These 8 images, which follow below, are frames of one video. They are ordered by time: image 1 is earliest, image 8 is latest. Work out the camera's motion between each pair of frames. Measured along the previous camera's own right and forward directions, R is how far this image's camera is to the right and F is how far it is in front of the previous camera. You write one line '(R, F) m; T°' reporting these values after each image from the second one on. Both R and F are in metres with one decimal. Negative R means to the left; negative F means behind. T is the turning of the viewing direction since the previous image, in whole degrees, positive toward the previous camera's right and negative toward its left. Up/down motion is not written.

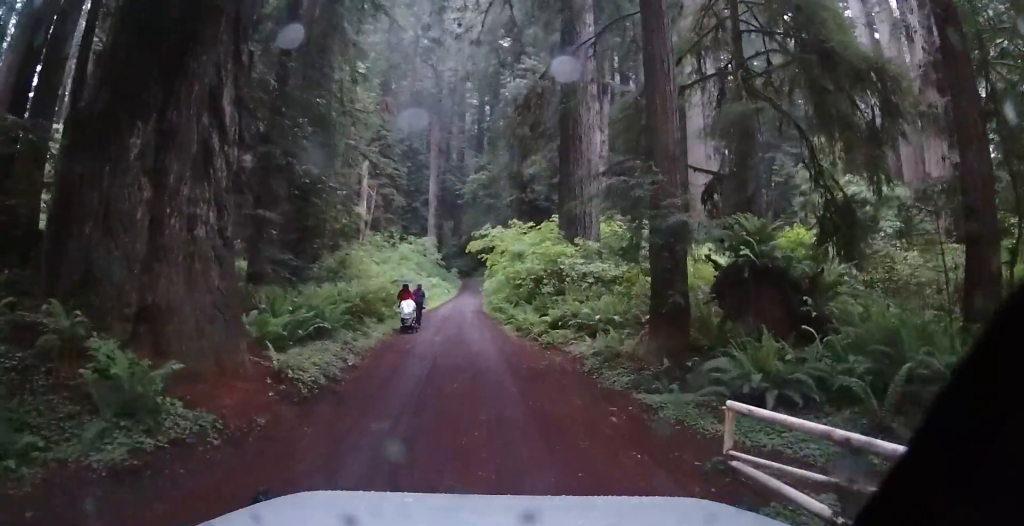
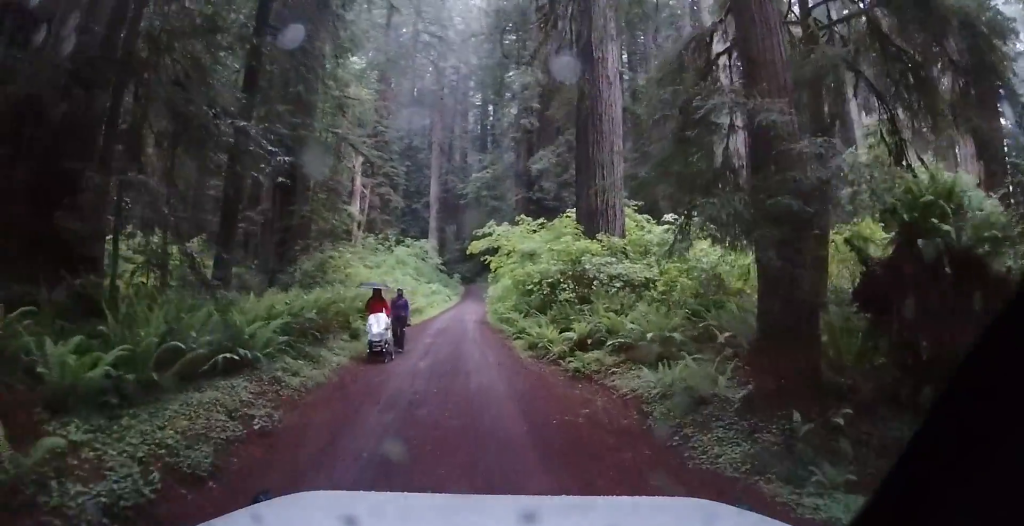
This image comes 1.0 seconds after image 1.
(-0.5, +6.3) m; -5°
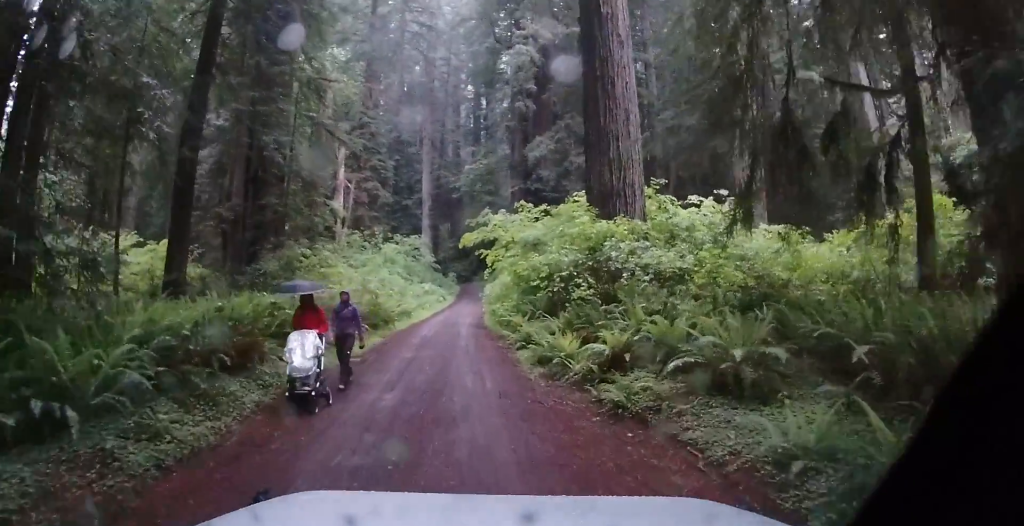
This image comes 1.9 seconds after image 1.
(-0.1, +5.1) m; -1°
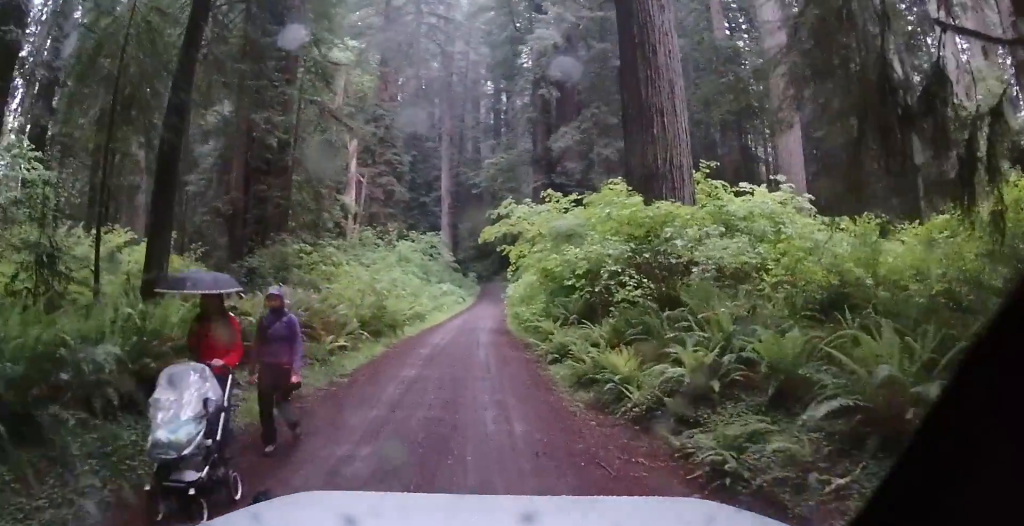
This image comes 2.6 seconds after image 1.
(0.0, +3.6) m; -4°
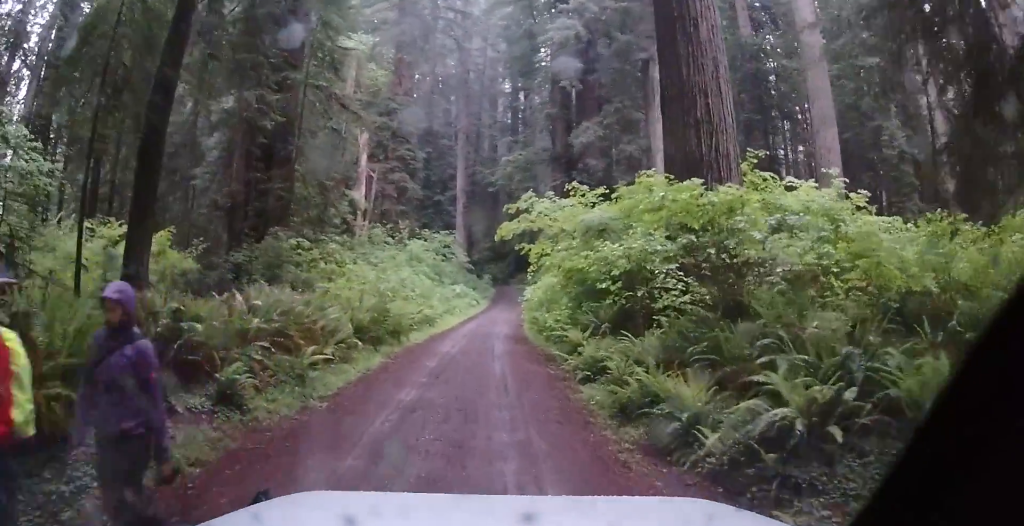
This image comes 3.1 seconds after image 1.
(0.0, +2.7) m; -3°
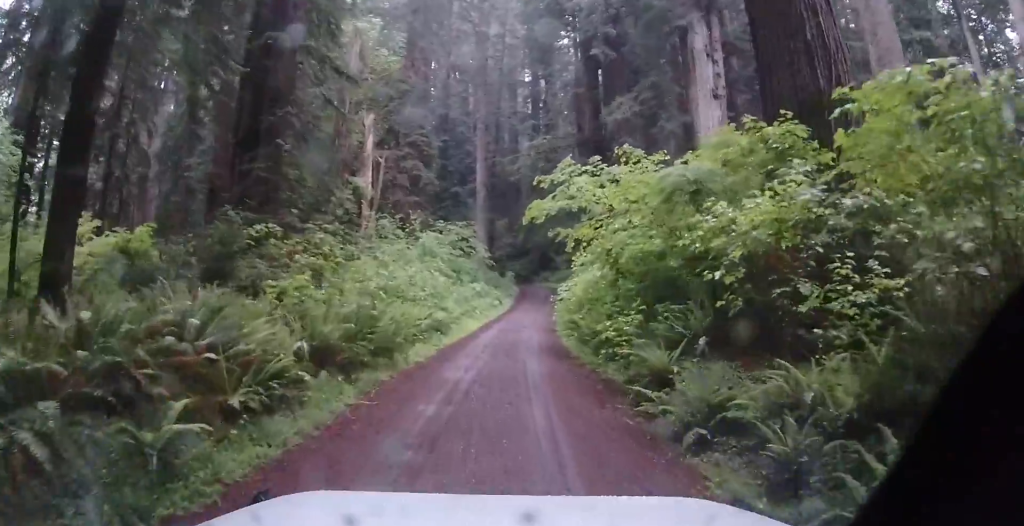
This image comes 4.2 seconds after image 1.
(-0.5, +5.6) m; -8°
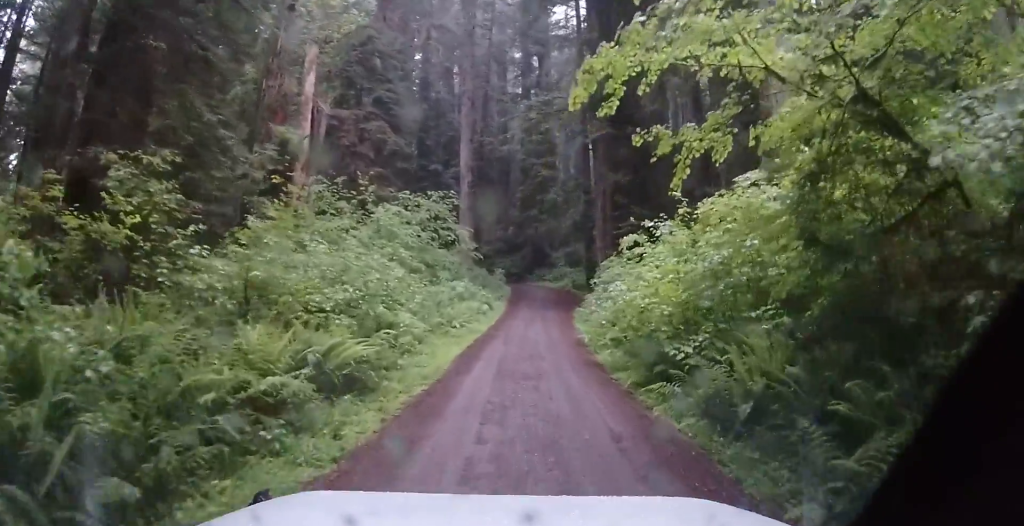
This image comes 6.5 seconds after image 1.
(-3.4, +12.1) m; -13°
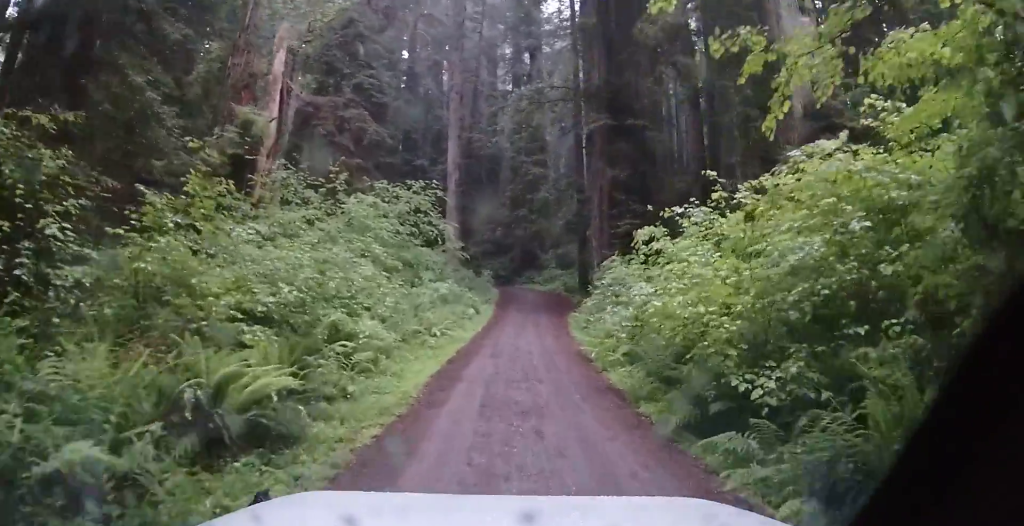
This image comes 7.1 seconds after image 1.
(+0.3, +3.4) m; +6°
